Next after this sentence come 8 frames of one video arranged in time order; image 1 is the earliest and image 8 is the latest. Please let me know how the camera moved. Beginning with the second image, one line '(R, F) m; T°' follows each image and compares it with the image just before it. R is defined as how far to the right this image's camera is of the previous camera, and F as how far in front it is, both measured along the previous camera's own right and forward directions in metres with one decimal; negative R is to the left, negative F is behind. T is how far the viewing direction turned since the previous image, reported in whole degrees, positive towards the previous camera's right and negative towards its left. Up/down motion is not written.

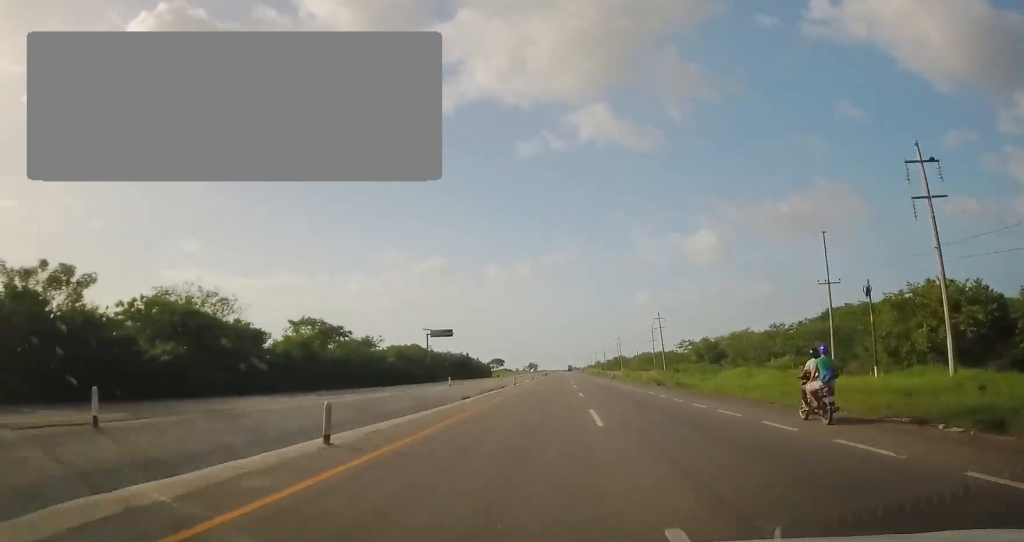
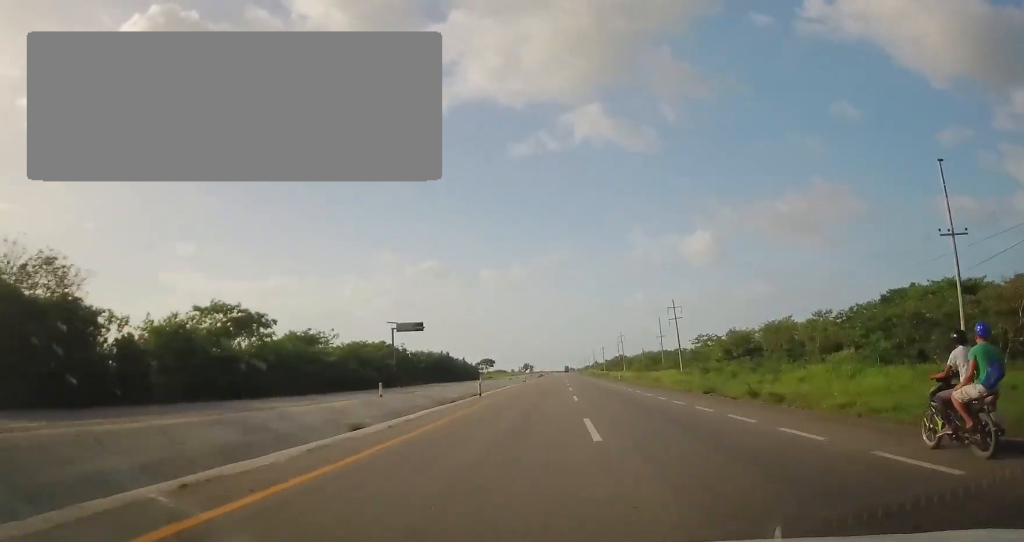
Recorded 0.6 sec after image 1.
(0.0, +18.1) m; 0°
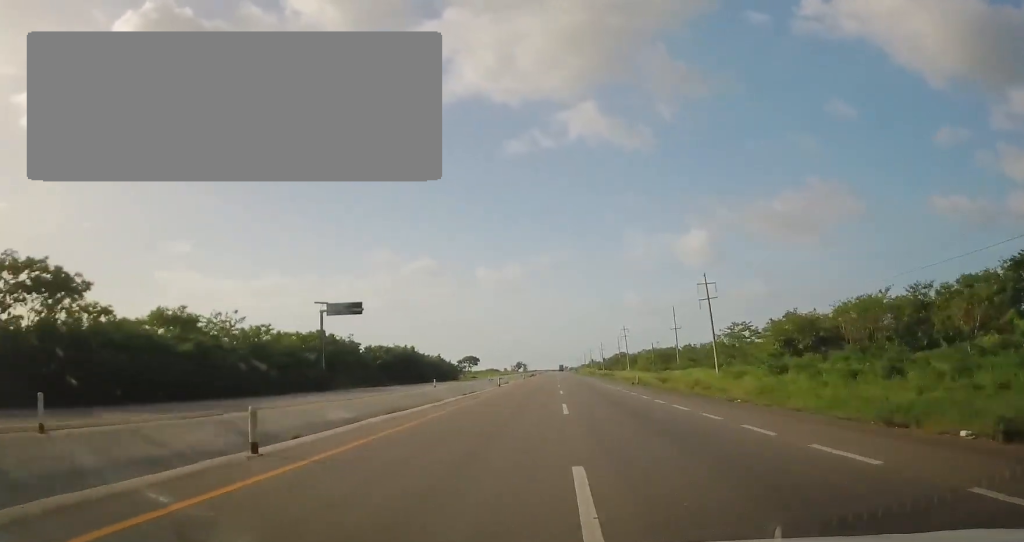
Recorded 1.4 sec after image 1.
(0.0, +23.2) m; 0°
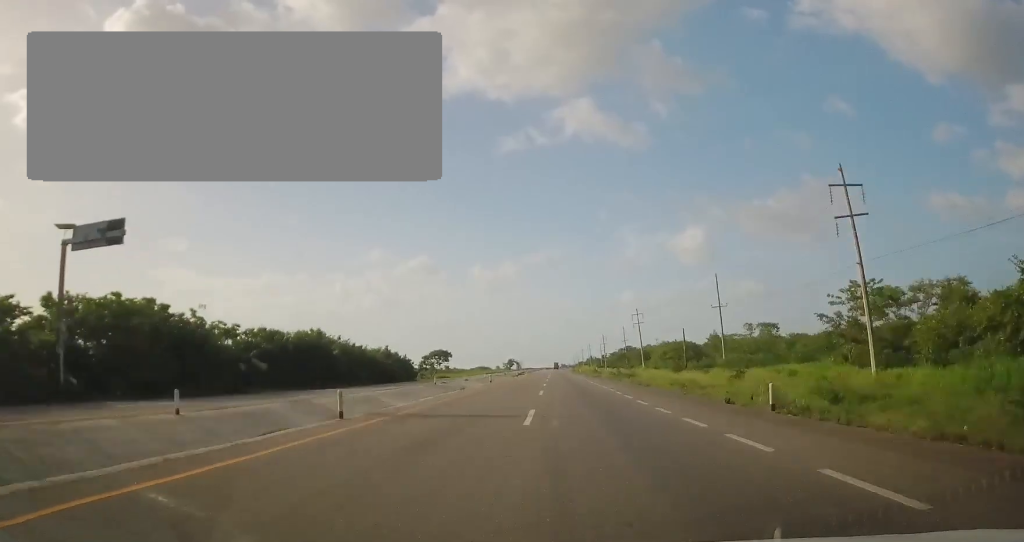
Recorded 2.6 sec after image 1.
(+0.2, +34.5) m; +1°
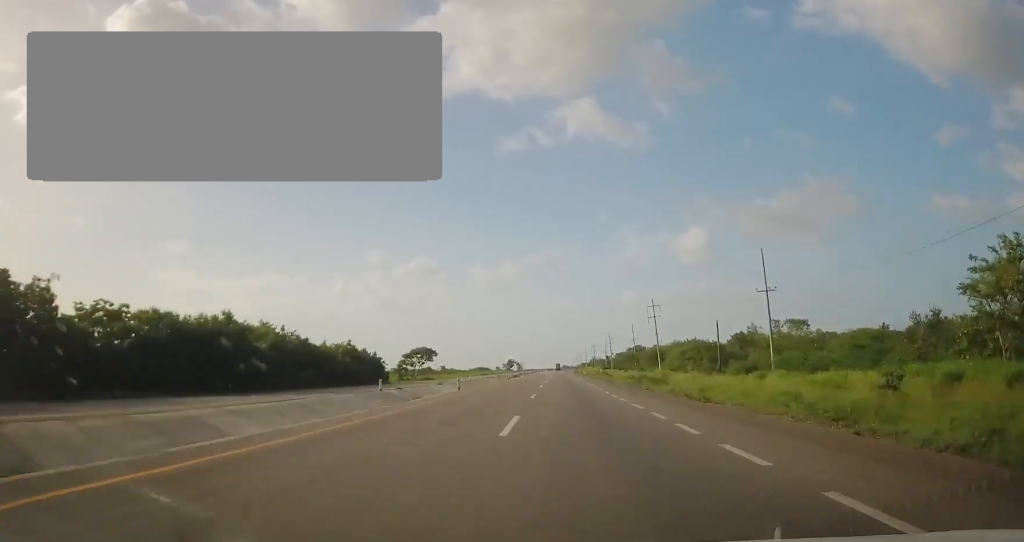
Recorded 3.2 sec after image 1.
(+0.2, +17.2) m; +1°
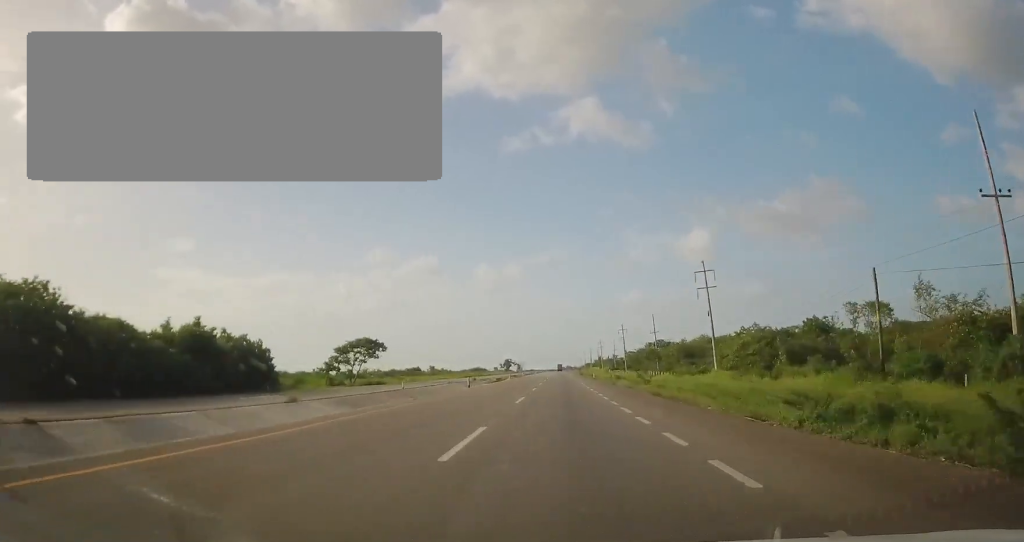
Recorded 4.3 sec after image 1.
(+0.1, +33.7) m; -1°
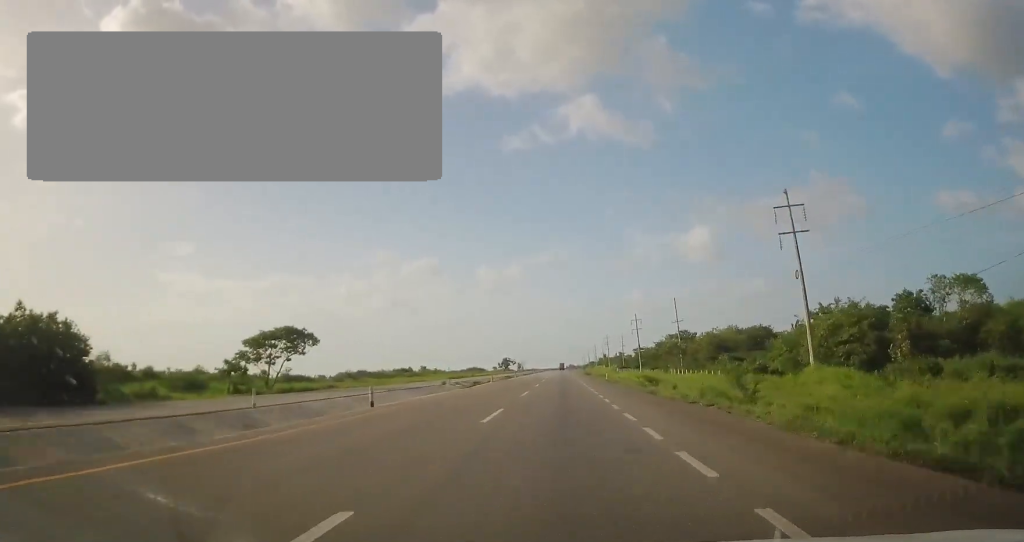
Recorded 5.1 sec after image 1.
(-0.4, +23.2) m; 0°
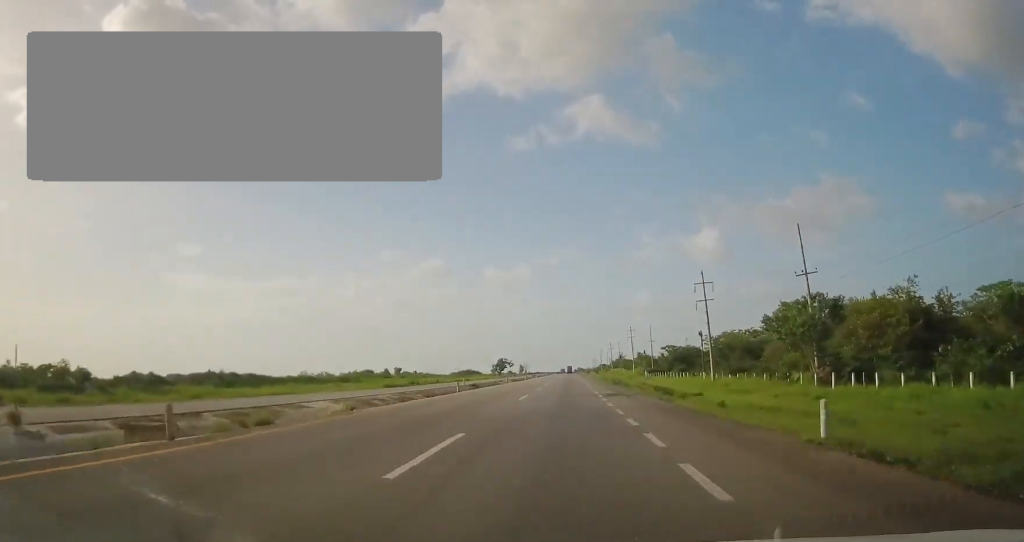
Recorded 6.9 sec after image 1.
(+0.1, +52.7) m; -1°
